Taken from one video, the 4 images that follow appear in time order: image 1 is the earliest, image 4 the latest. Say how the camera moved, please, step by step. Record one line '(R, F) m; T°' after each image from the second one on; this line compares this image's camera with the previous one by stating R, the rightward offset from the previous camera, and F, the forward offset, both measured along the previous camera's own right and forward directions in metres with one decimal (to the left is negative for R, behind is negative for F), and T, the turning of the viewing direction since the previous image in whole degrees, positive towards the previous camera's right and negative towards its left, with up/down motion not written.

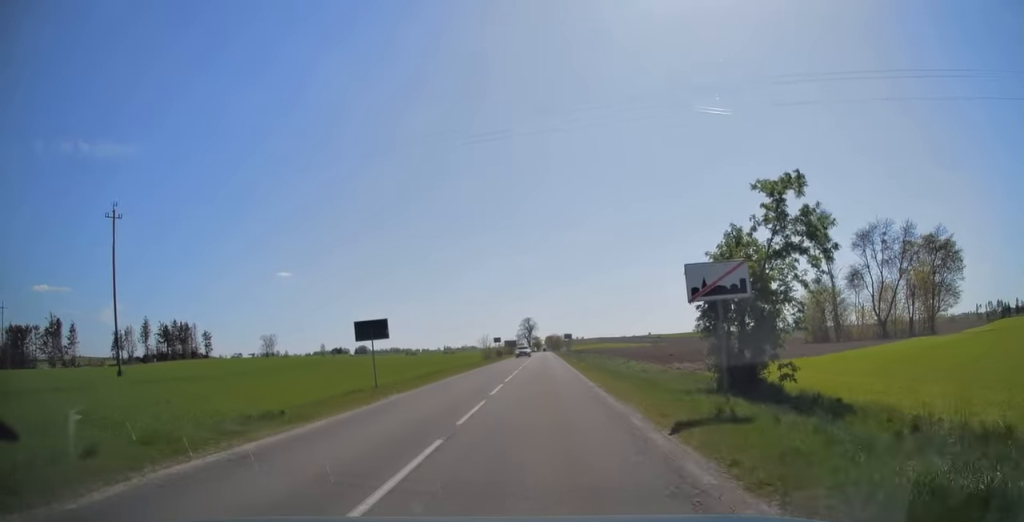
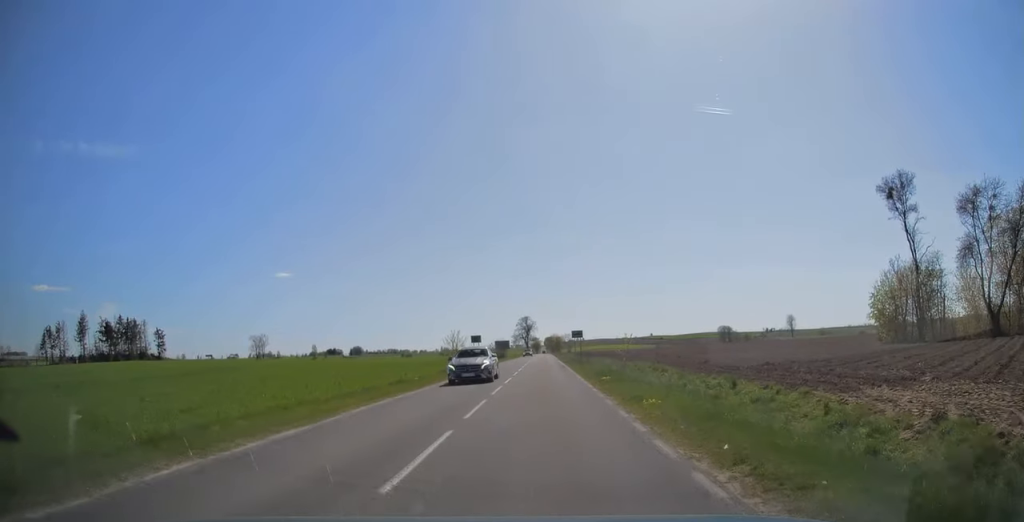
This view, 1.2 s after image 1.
(-0.2, +22.6) m; -1°
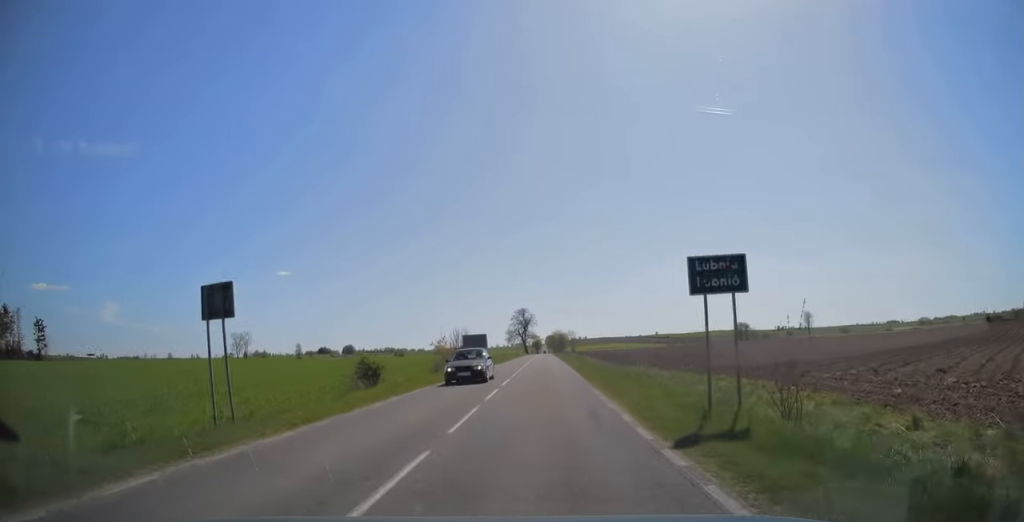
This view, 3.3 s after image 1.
(0.0, +44.1) m; 0°
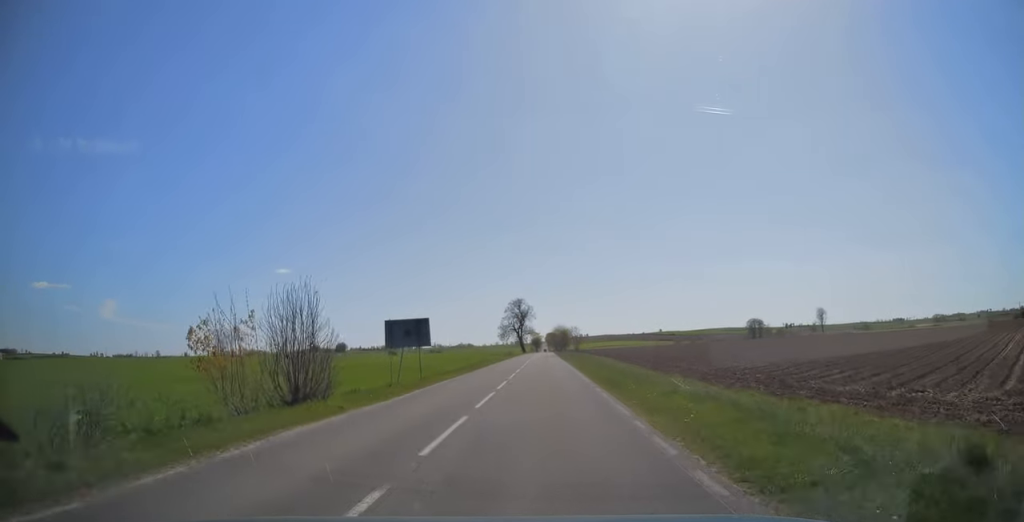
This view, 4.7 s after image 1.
(-0.1, +32.2) m; 0°
